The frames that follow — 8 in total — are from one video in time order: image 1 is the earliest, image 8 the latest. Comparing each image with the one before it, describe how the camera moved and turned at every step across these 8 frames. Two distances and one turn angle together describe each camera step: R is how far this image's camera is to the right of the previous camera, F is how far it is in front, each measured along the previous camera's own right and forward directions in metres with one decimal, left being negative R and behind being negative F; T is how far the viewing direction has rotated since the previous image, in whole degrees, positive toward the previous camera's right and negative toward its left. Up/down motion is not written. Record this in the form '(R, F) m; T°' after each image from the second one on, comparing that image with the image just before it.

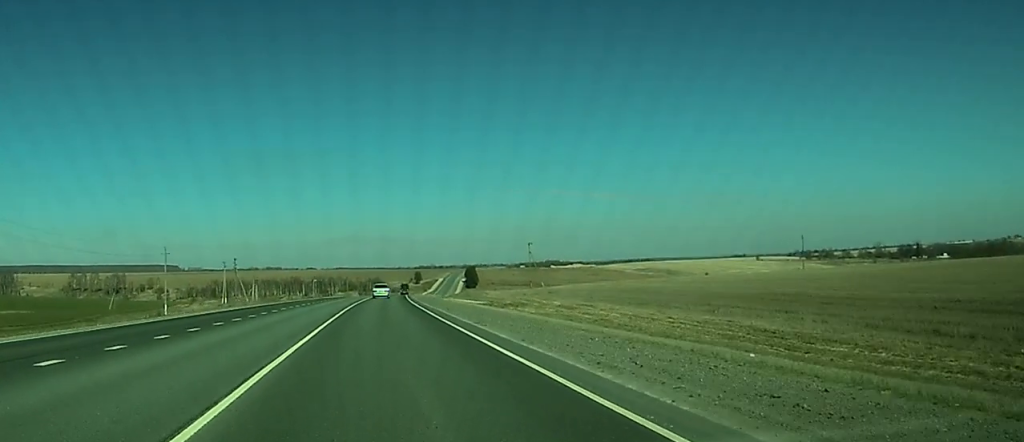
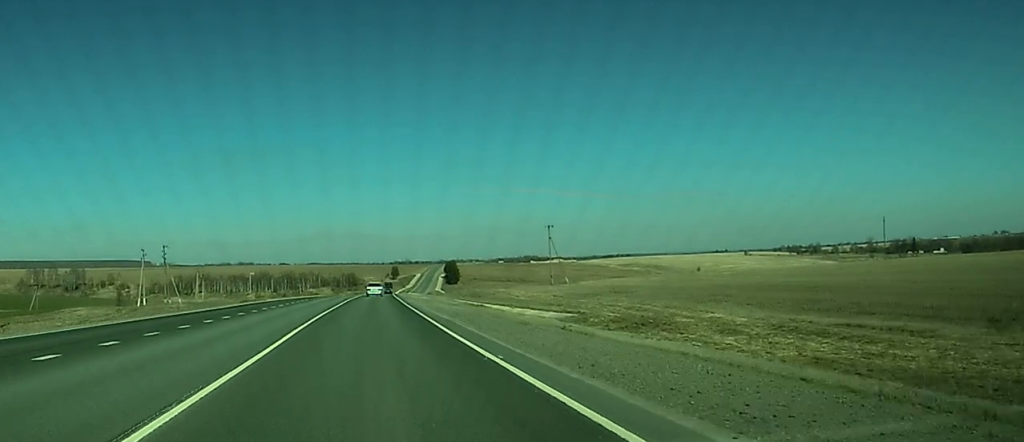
(-0.3, +50.7) m; 0°
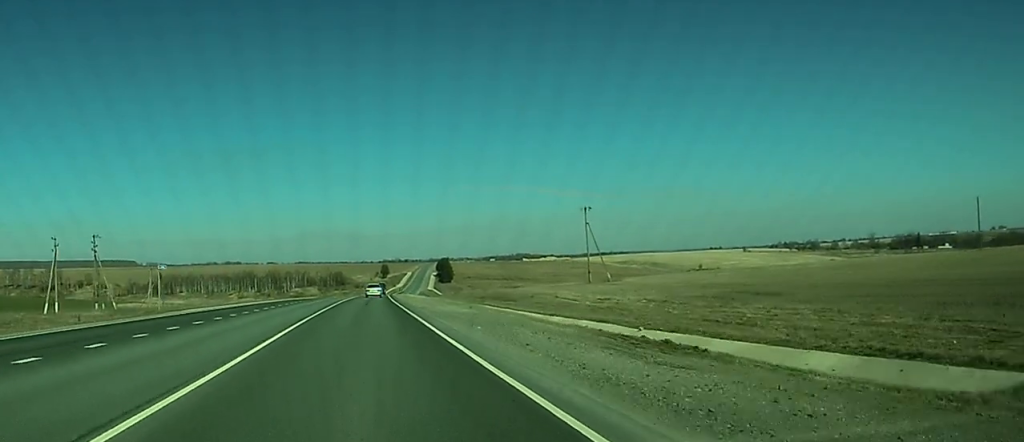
(+0.6, +36.7) m; +2°
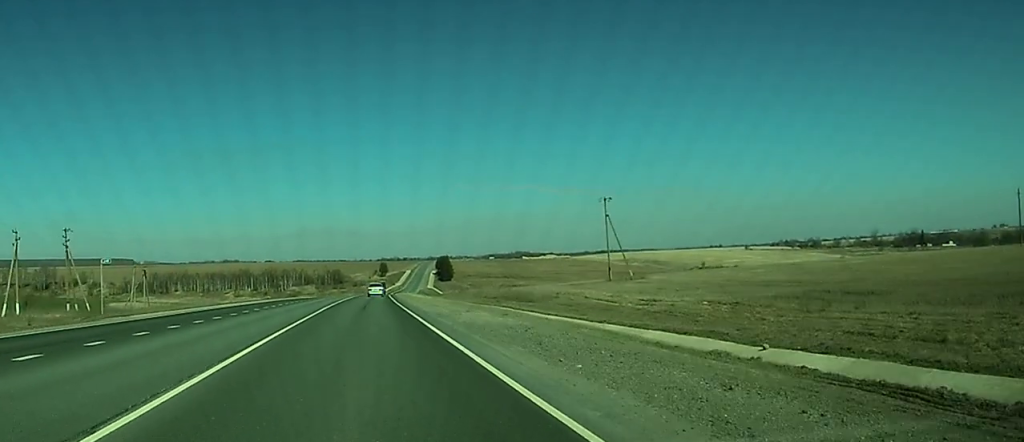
(+0.1, +12.2) m; 0°
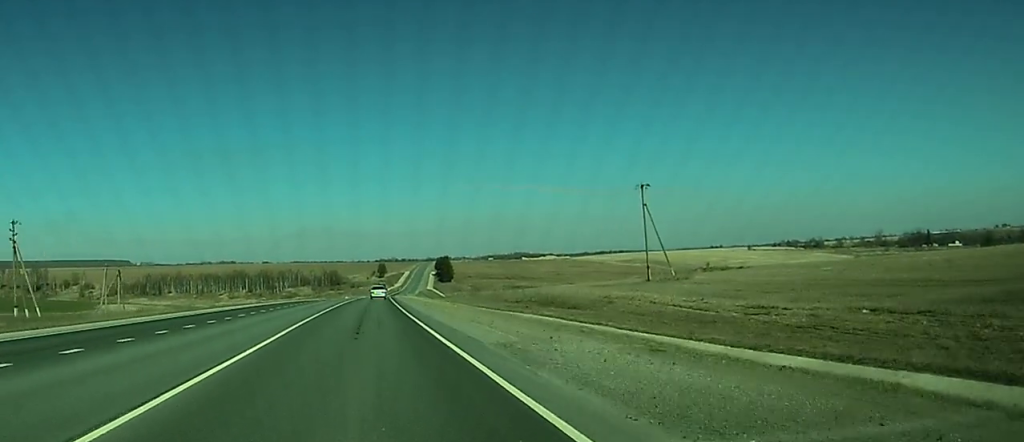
(+0.2, +18.0) m; -1°
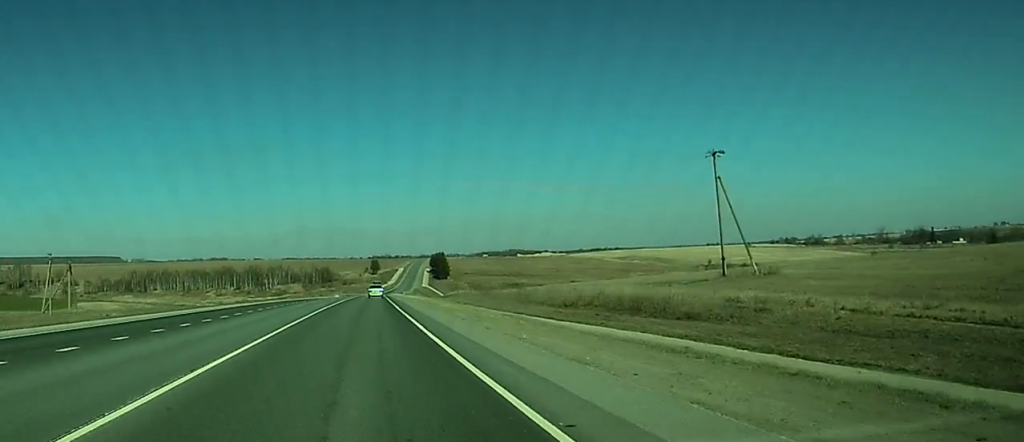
(-0.7, +24.8) m; -1°
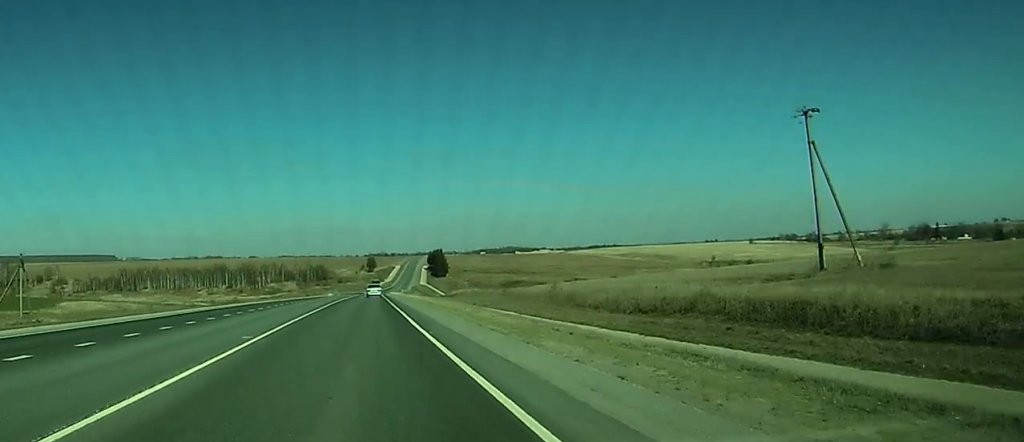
(0.0, +19.3) m; 0°
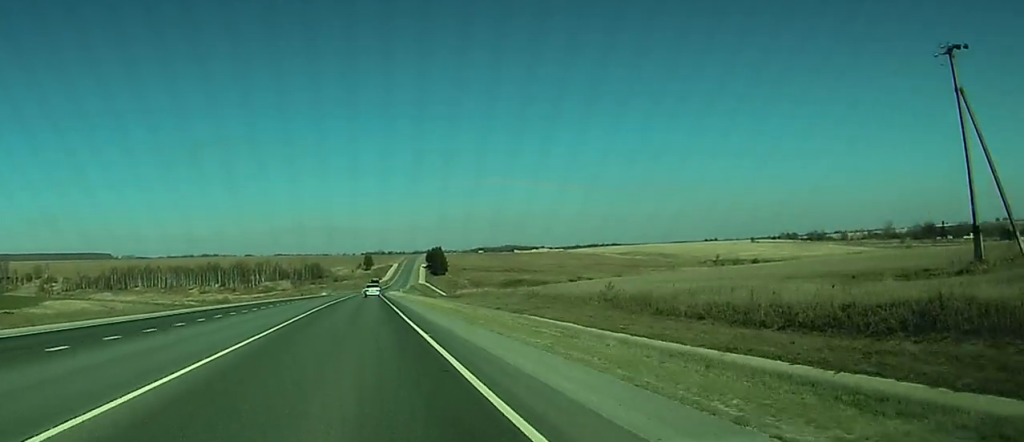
(+0.2, +18.3) m; +1°
